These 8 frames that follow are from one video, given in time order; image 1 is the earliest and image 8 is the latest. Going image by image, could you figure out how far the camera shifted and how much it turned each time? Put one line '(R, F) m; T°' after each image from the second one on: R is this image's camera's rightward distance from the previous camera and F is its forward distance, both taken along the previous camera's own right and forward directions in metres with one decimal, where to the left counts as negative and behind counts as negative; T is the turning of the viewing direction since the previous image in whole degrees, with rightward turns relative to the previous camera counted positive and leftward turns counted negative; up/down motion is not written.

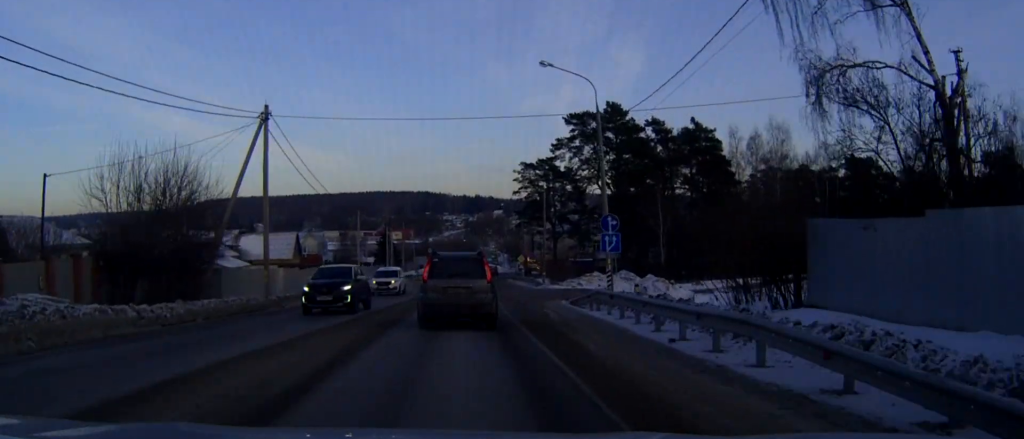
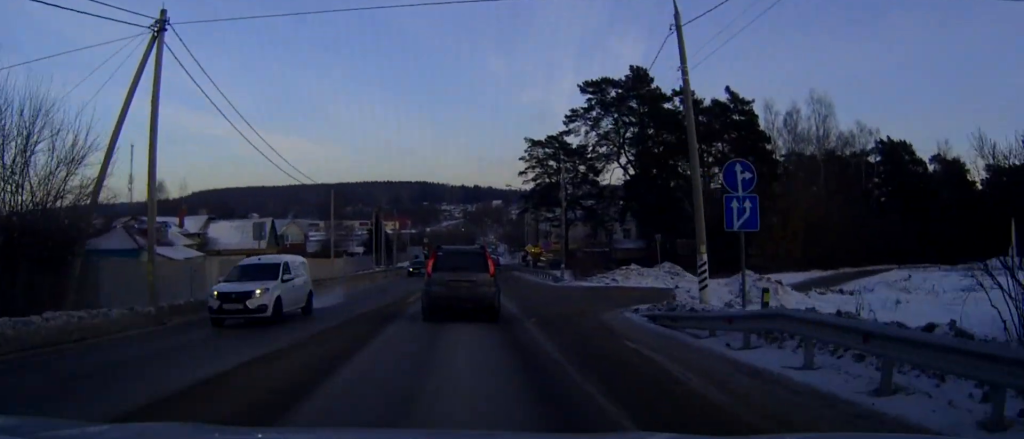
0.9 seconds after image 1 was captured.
(0.0, +13.0) m; 0°
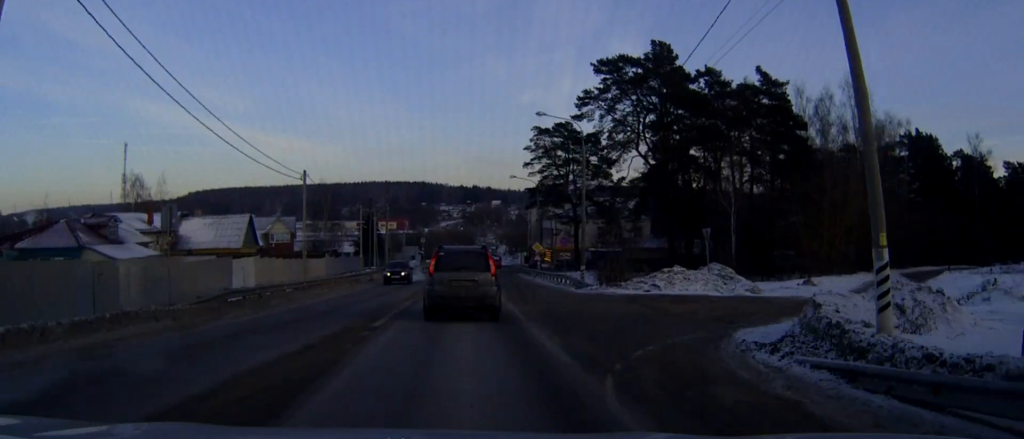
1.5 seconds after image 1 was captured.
(0.0, +9.2) m; 0°
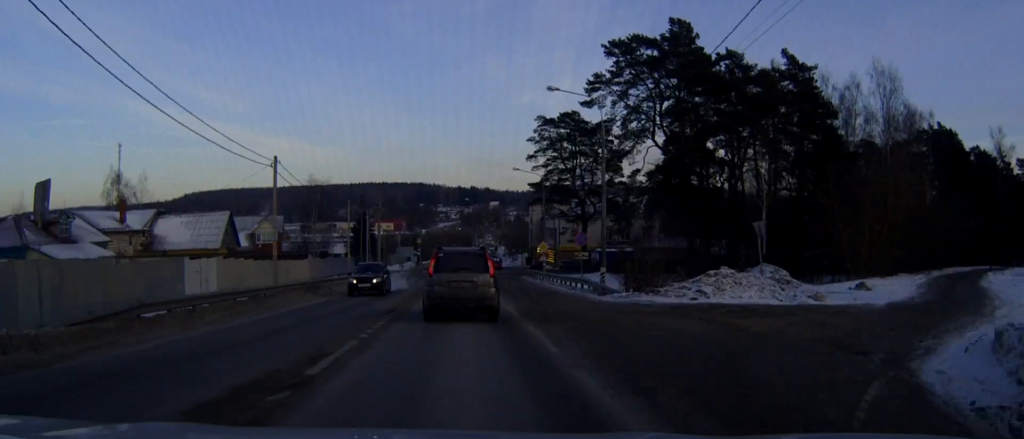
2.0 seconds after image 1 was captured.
(0.0, +6.8) m; 0°
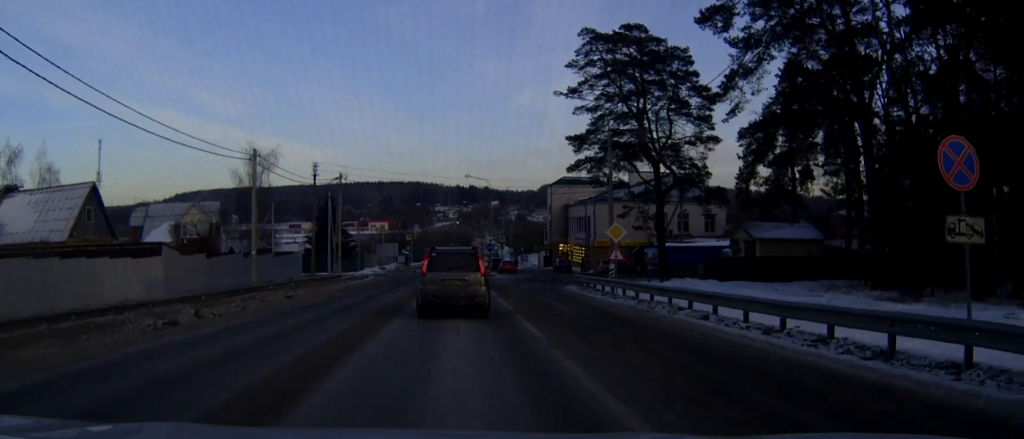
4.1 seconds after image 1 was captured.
(+0.1, +30.3) m; 0°
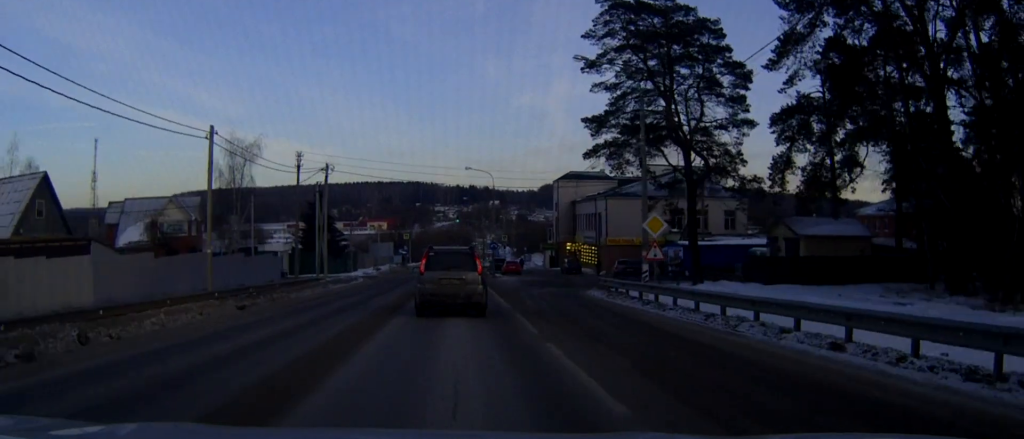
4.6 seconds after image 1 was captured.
(0.0, +6.6) m; 0°
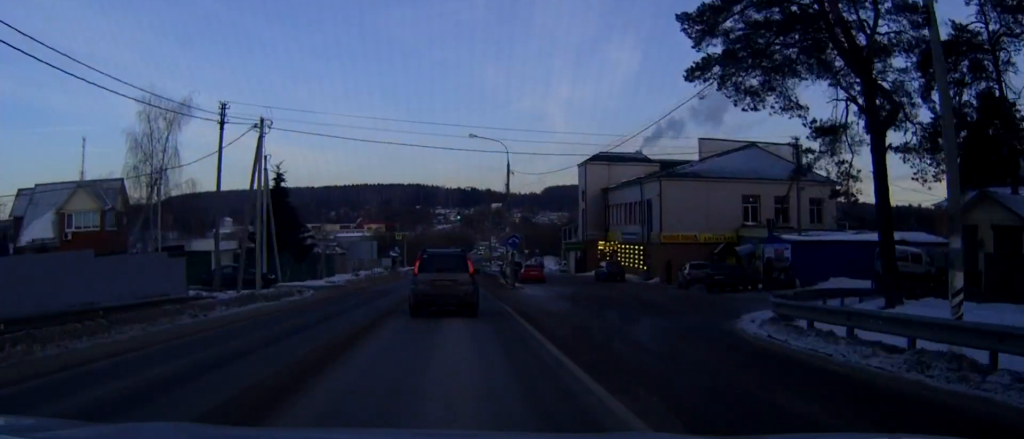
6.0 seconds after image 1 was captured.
(-0.1, +19.9) m; 0°
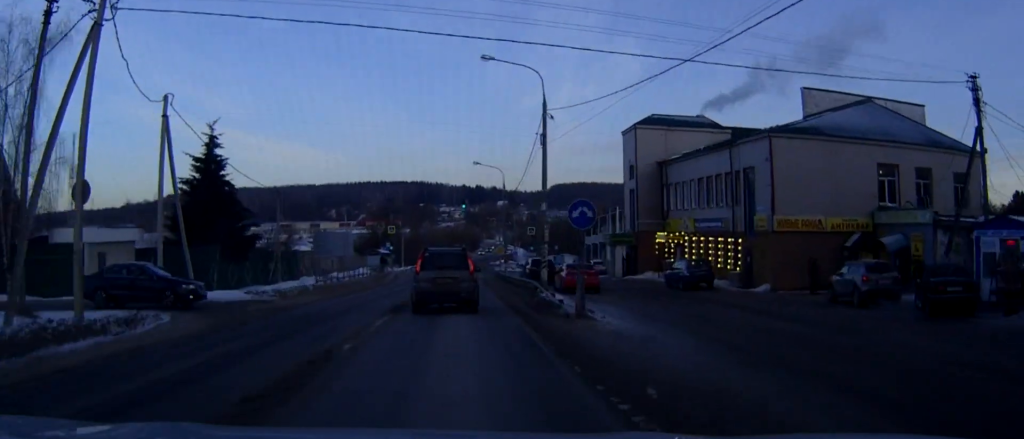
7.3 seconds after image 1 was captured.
(0.0, +19.6) m; 0°
